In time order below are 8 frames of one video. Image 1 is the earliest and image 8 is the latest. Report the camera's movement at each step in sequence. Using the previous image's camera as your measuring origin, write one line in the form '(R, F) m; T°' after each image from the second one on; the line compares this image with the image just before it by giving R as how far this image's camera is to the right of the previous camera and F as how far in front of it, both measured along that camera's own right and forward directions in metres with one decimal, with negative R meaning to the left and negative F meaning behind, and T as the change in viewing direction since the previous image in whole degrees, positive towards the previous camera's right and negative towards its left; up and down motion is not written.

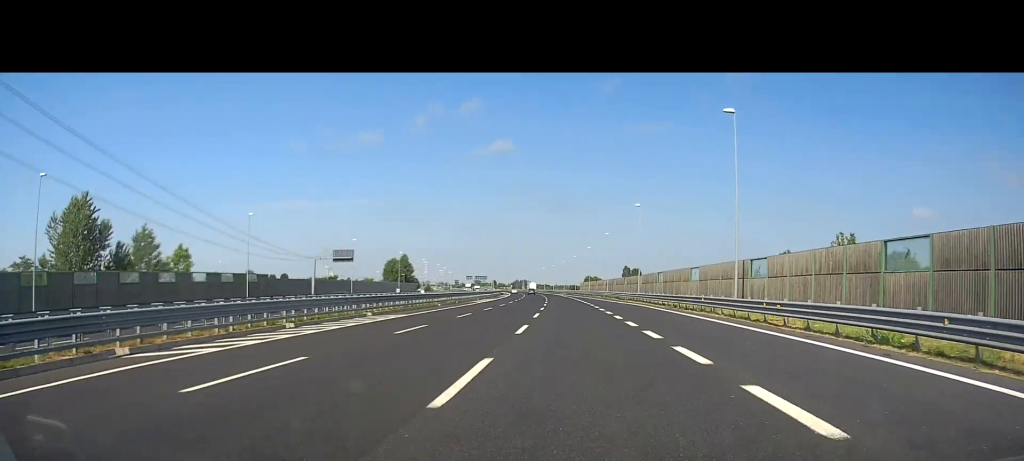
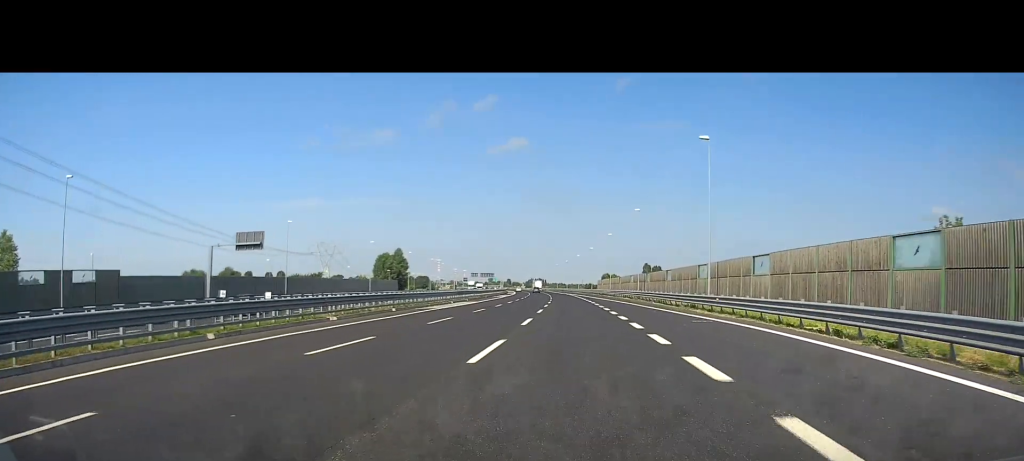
(-0.4, +30.4) m; -1°
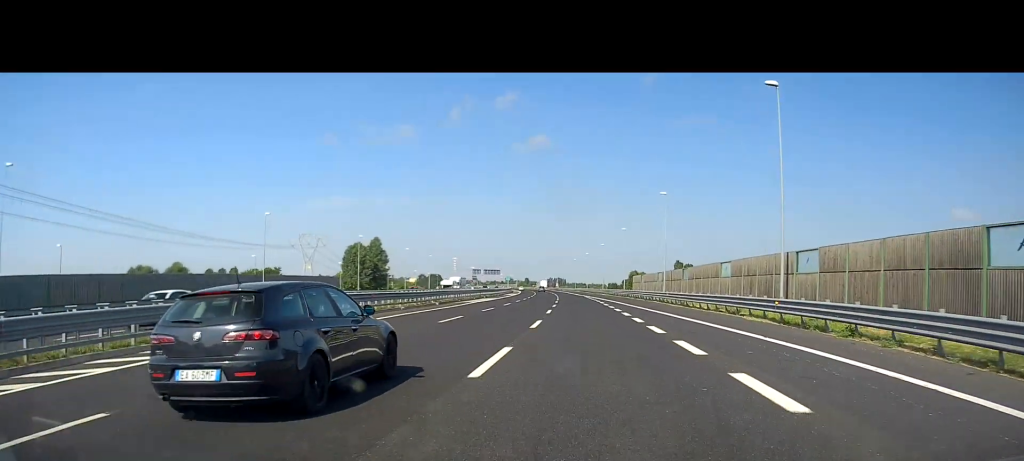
(-0.8, +48.0) m; -2°
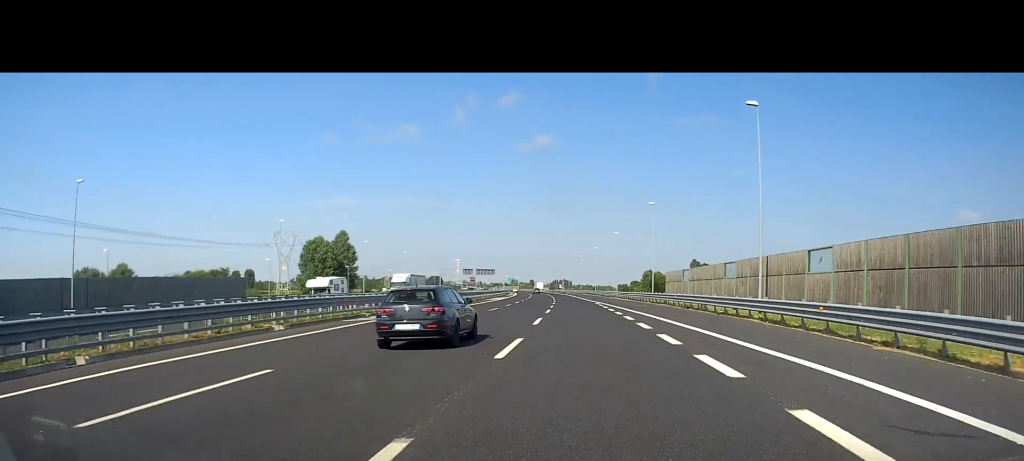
(-0.3, +31.5) m; -1°
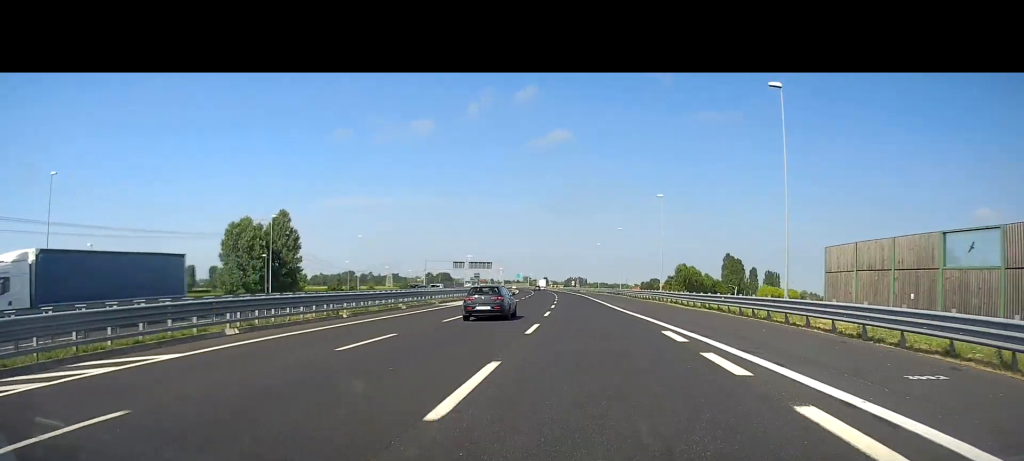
(-0.4, +40.2) m; -1°
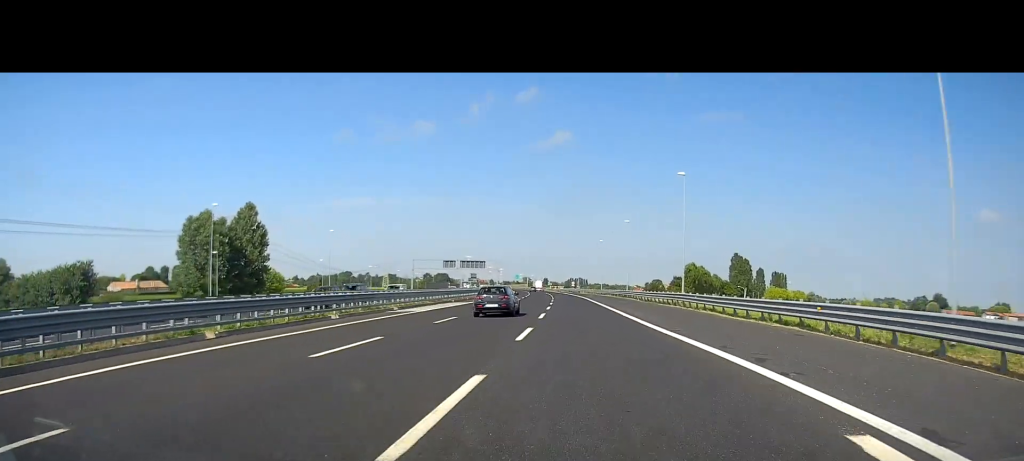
(0.0, +13.1) m; 0°
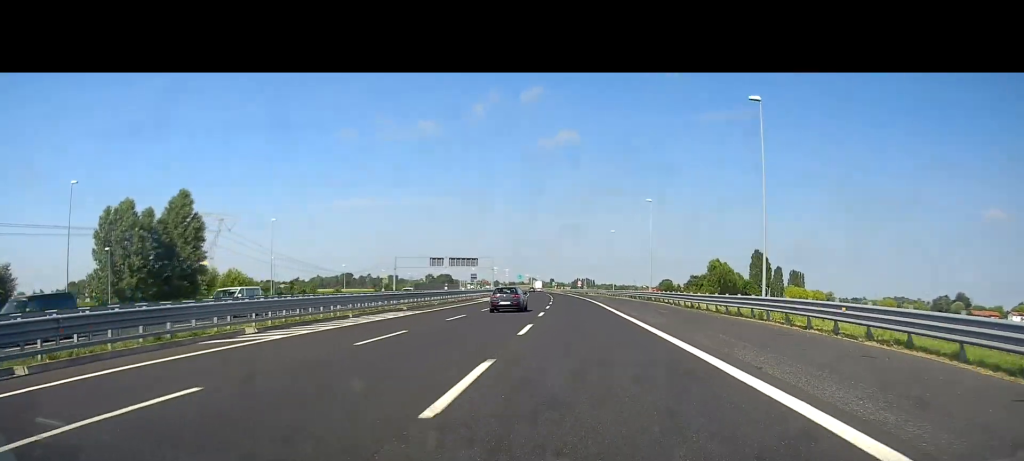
(0.0, +21.0) m; 0°
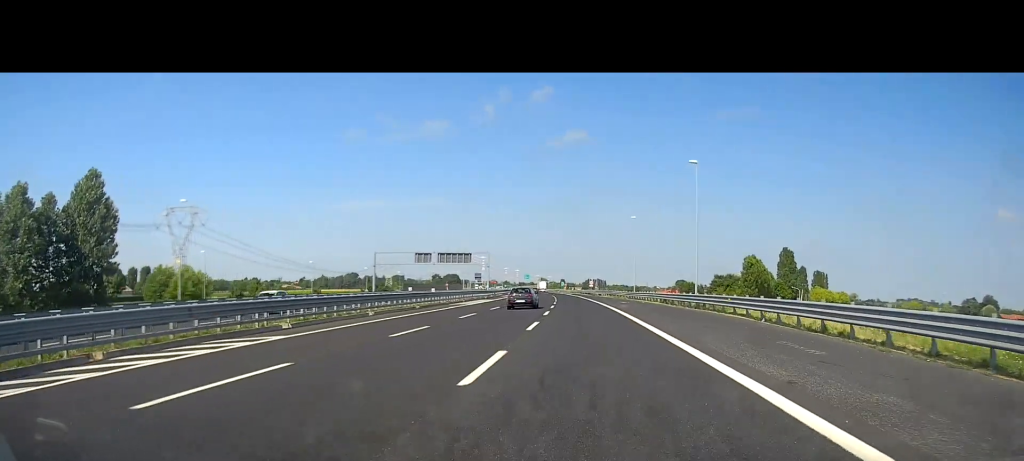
(0.0, +21.0) m; -1°
